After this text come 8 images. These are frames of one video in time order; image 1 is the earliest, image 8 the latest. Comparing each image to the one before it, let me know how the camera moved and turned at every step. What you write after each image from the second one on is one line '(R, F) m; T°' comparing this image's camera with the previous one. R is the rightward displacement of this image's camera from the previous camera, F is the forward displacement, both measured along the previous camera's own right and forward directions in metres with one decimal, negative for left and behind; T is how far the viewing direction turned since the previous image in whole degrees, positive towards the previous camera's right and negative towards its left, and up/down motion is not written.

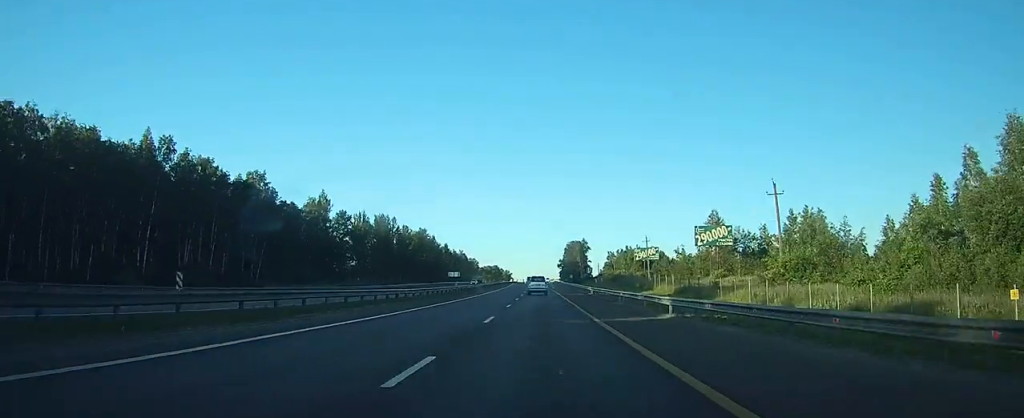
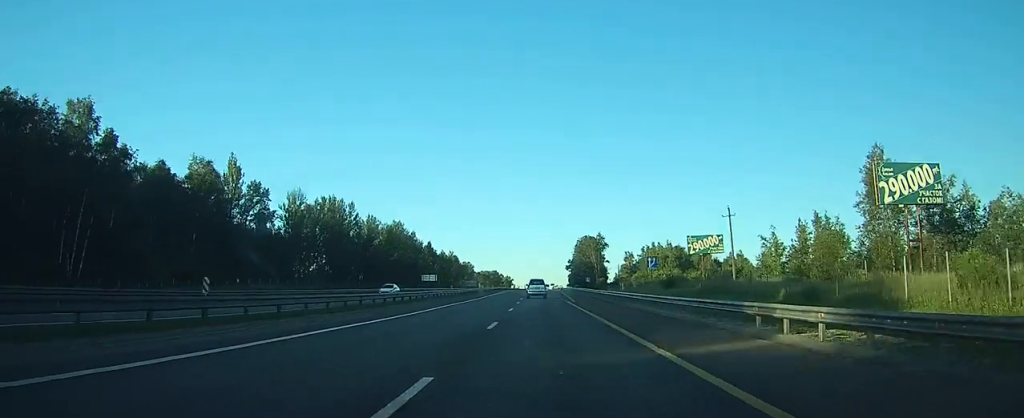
(-0.3, +50.2) m; 0°
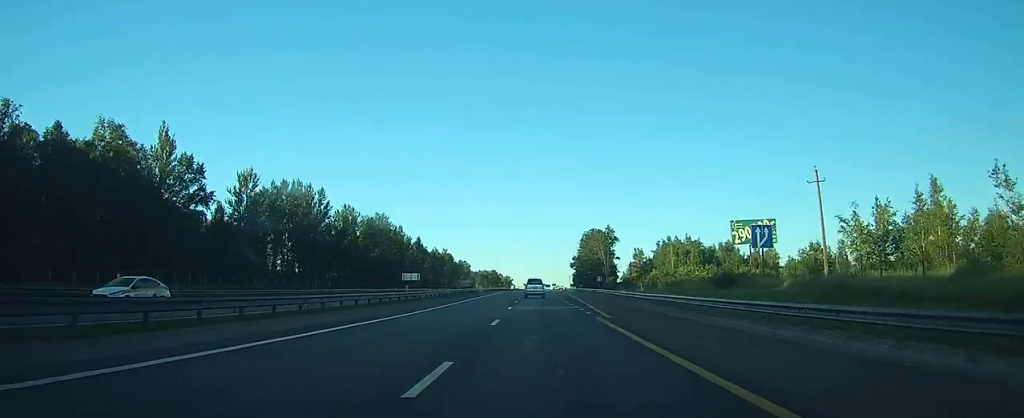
(+0.1, +22.5) m; 0°
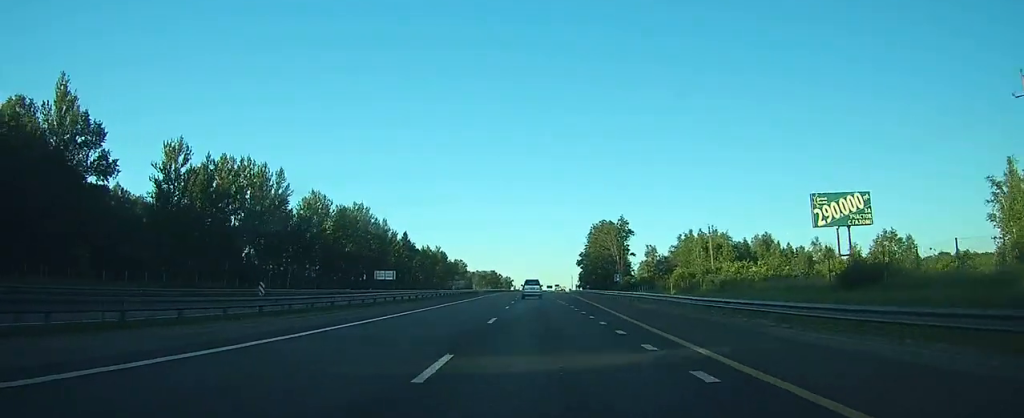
(0.0, +23.3) m; 0°
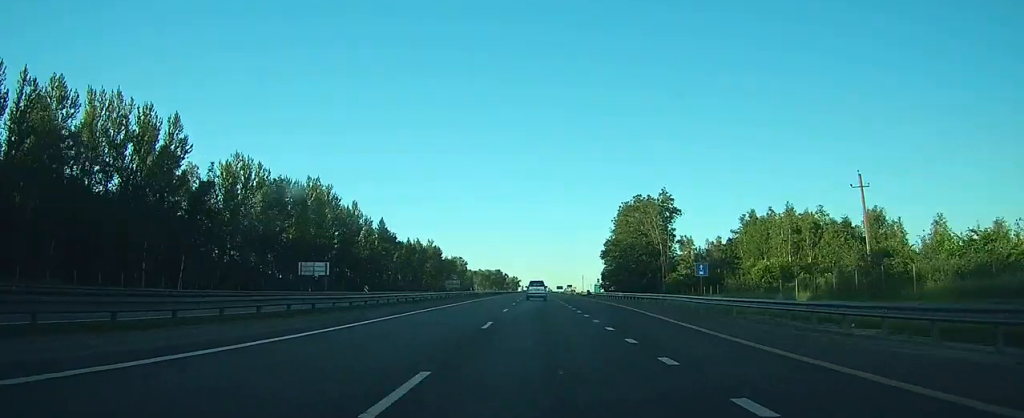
(-0.3, +38.6) m; -1°
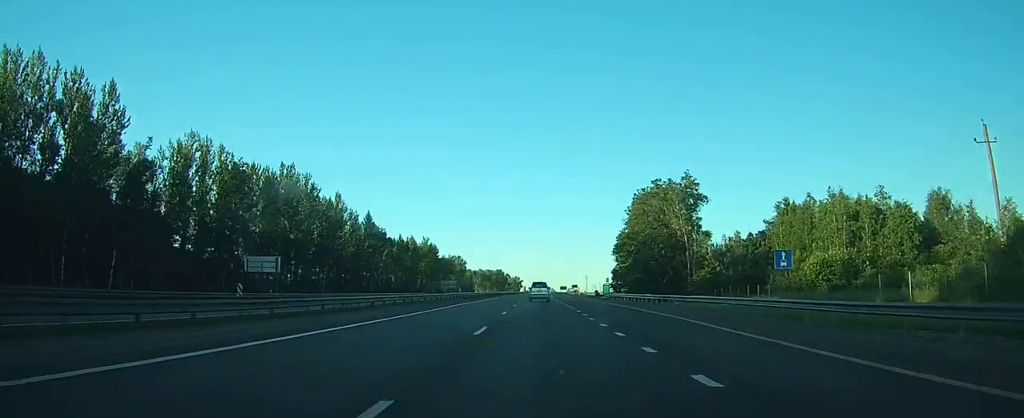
(0.0, +14.5) m; 0°
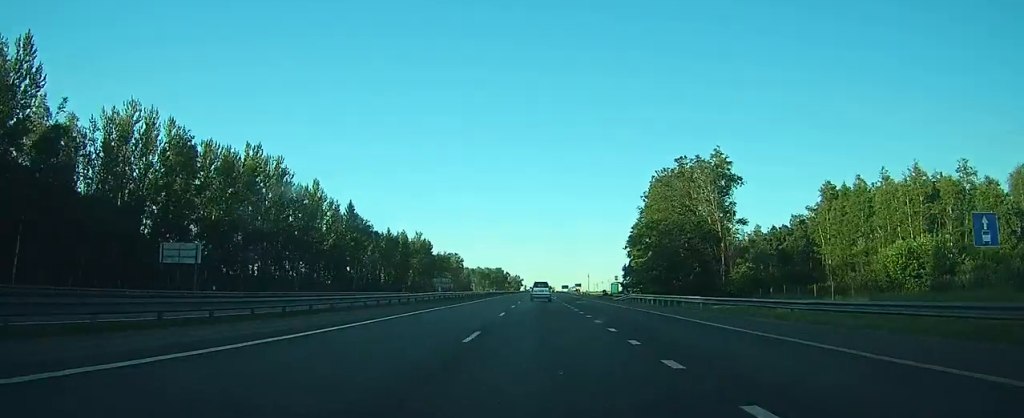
(-0.1, +14.4) m; 0°
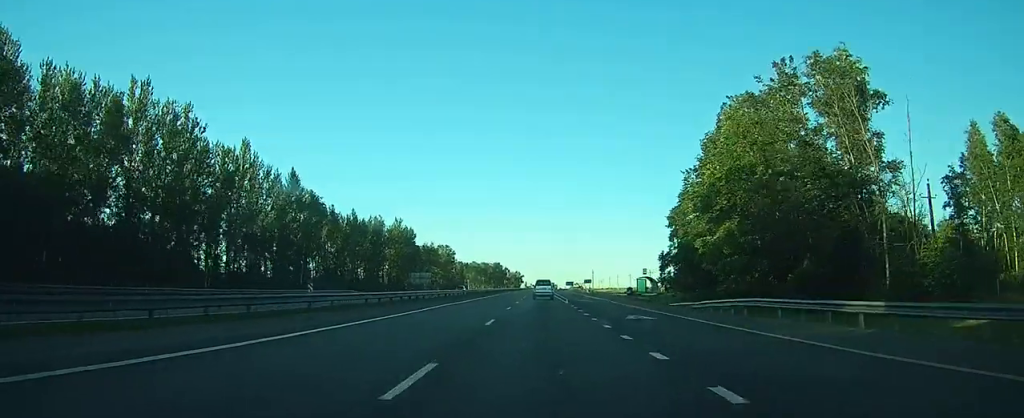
(0.0, +31.2) m; 0°
